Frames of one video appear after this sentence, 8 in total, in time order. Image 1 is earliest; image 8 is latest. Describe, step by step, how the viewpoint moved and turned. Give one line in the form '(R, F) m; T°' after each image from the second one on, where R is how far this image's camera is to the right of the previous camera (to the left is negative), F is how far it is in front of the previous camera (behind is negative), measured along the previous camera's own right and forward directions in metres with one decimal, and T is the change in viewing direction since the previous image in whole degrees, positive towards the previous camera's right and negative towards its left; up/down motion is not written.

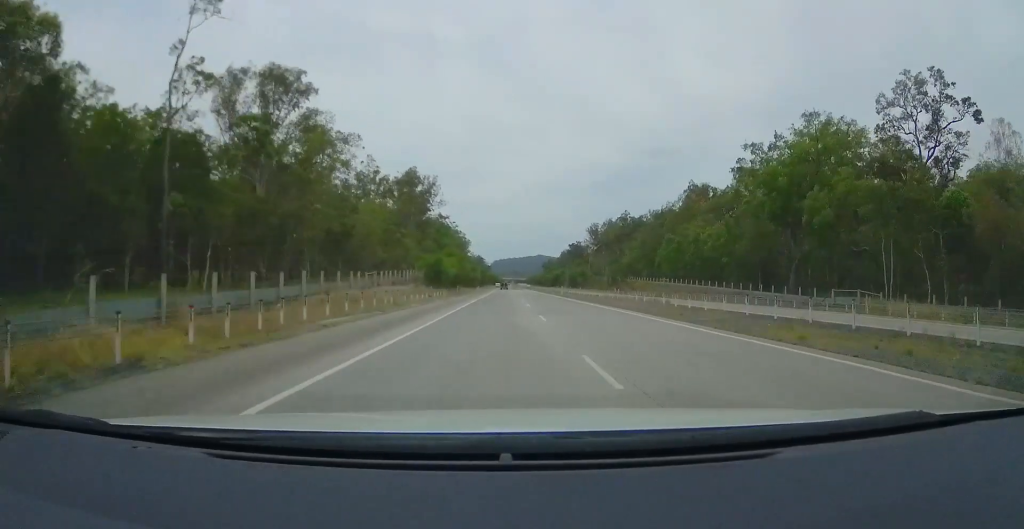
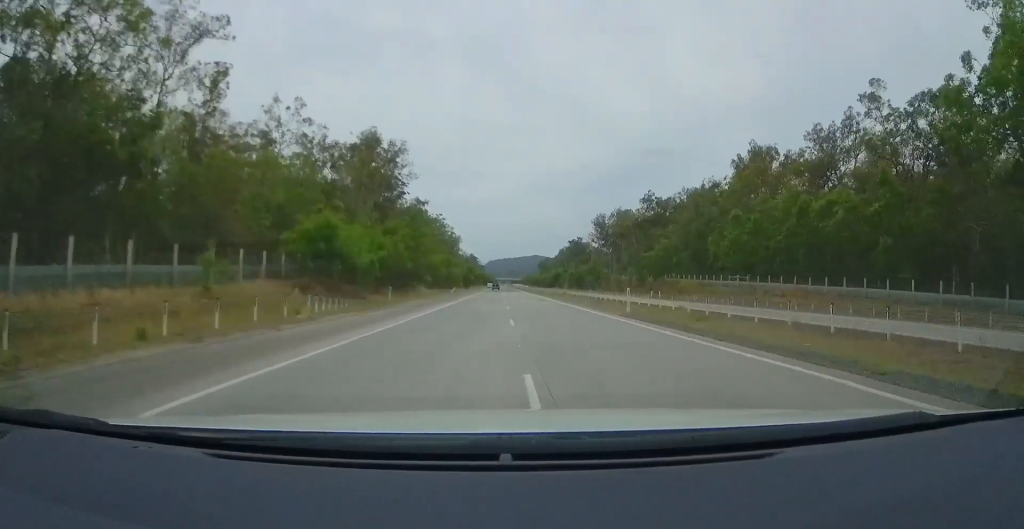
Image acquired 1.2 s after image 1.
(+0.4, +36.8) m; +1°
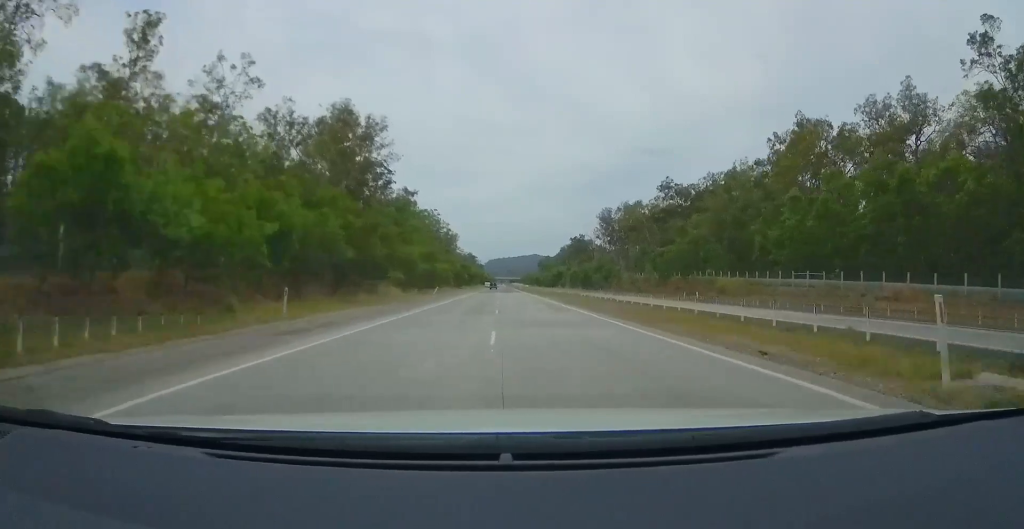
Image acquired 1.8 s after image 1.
(0.0, +16.7) m; 0°
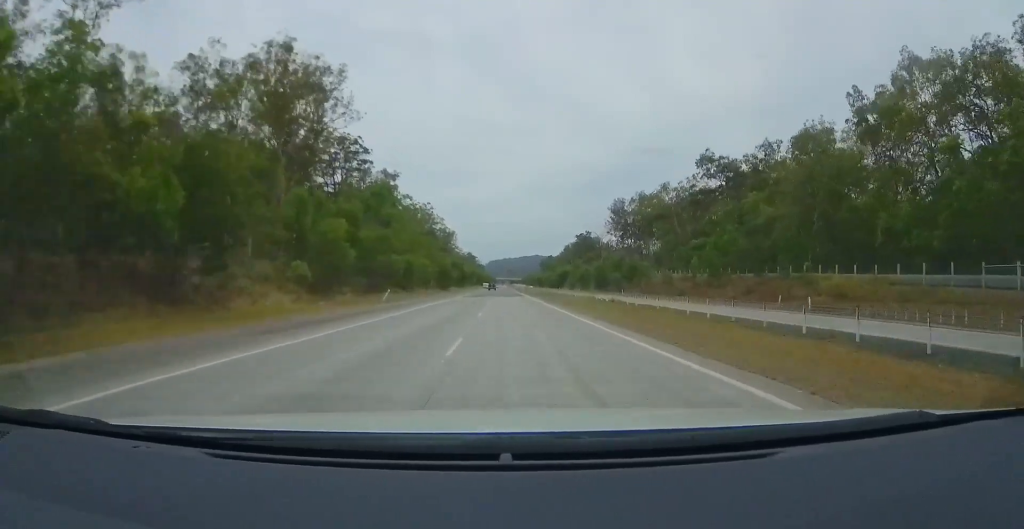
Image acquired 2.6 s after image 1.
(0.0, +25.2) m; 0°
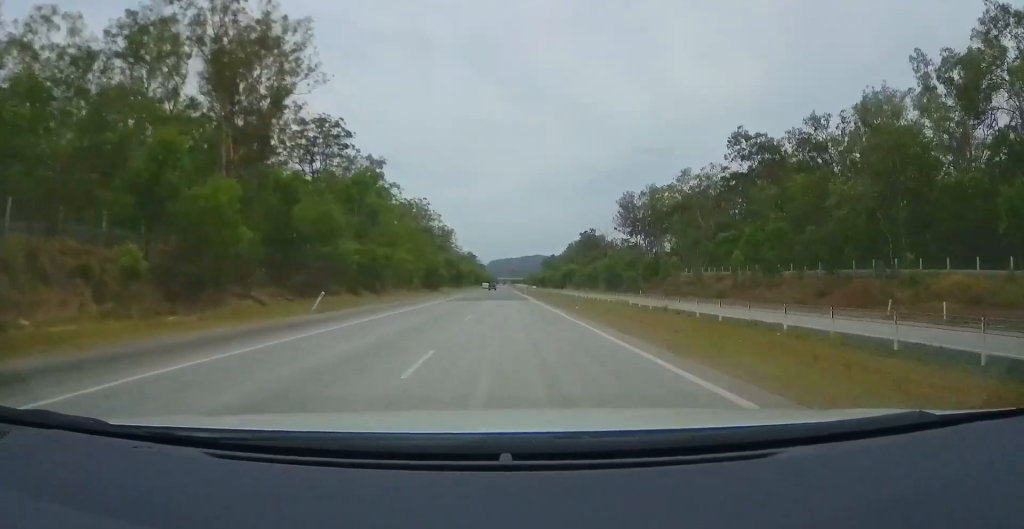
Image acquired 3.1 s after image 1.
(+0.1, +14.5) m; 0°
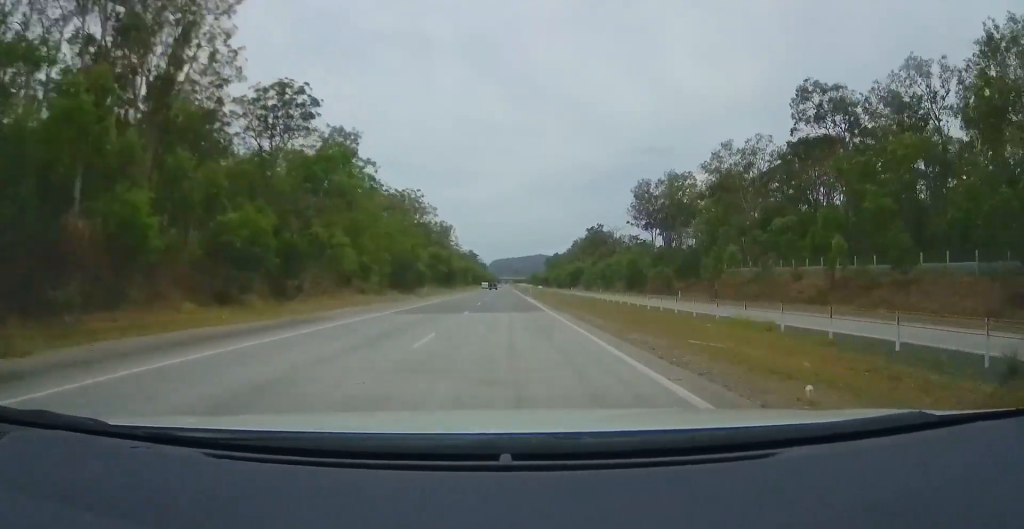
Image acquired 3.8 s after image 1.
(0.0, +19.4) m; 0°
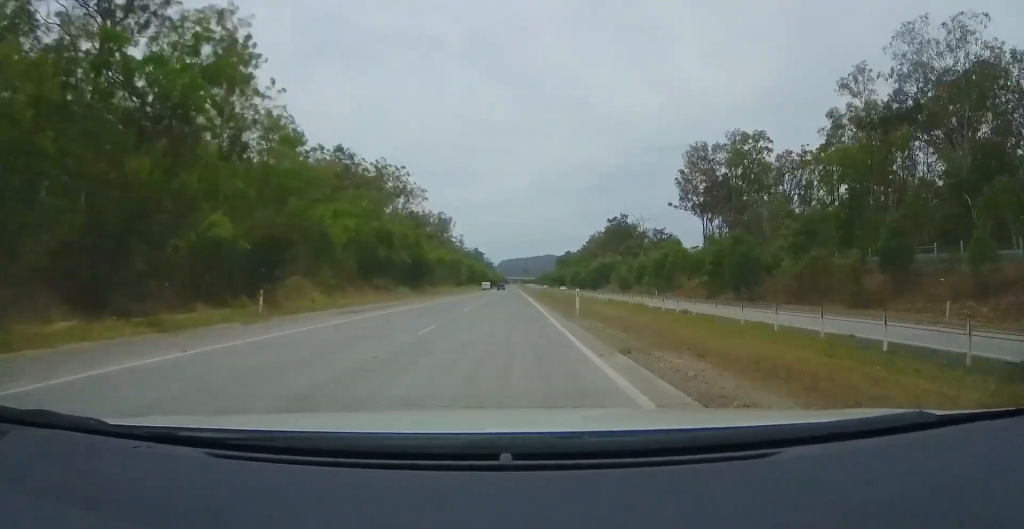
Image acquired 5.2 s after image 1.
(-0.4, +45.2) m; 0°
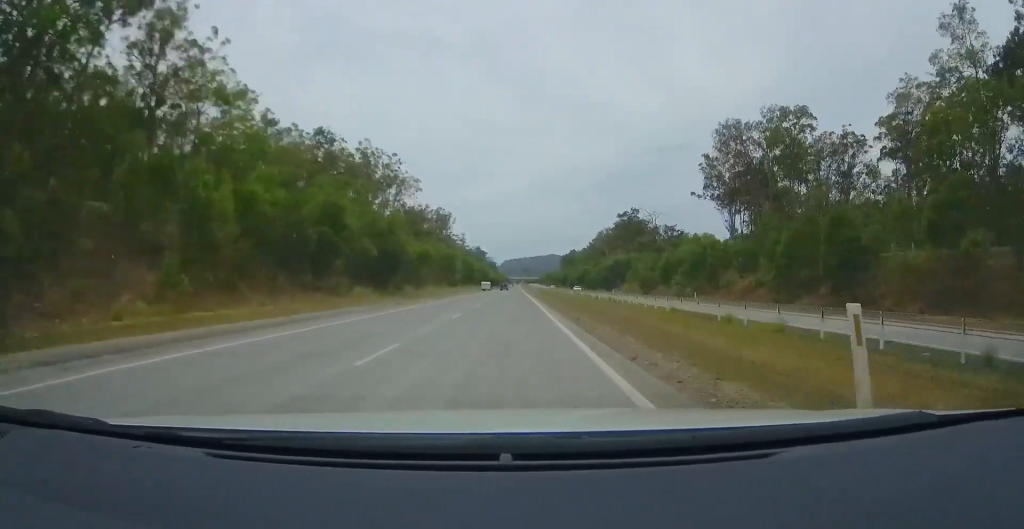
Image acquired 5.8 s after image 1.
(0.0, +17.1) m; 0°
